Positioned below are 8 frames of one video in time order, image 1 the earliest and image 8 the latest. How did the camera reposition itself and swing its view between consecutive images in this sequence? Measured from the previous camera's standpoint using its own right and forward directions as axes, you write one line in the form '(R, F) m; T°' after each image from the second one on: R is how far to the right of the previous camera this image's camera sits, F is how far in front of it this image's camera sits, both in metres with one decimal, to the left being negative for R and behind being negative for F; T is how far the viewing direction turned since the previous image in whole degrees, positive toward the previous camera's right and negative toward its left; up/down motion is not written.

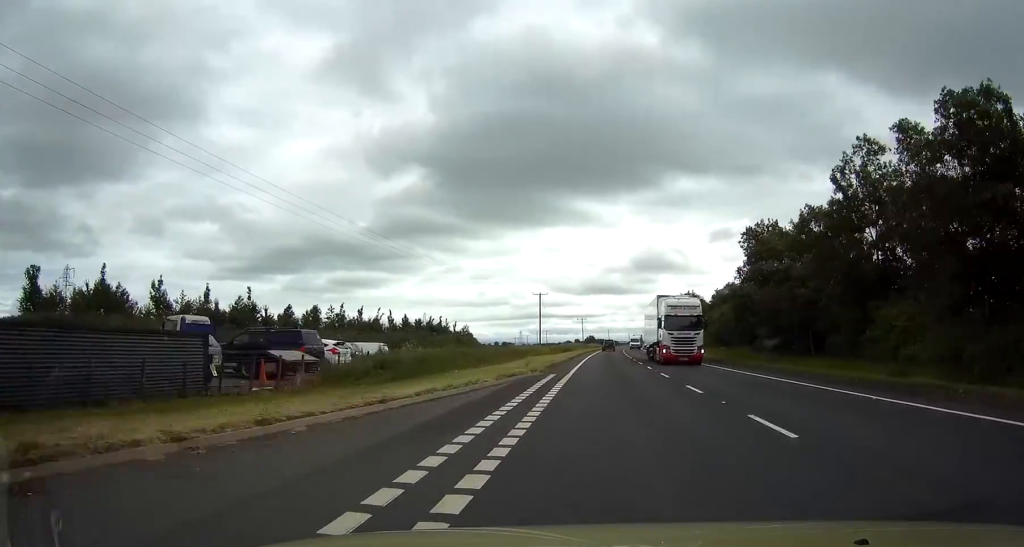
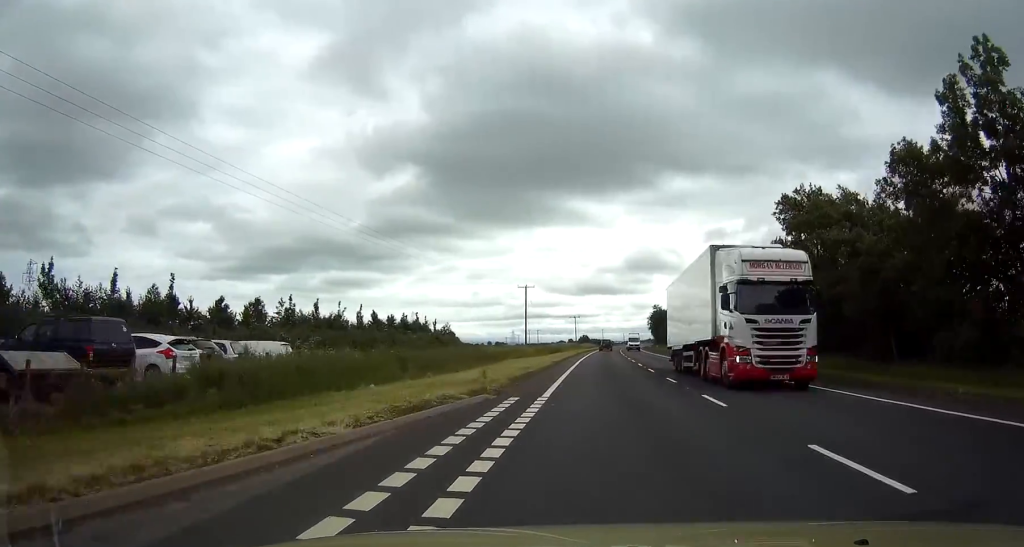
(0.0, +12.5) m; 0°
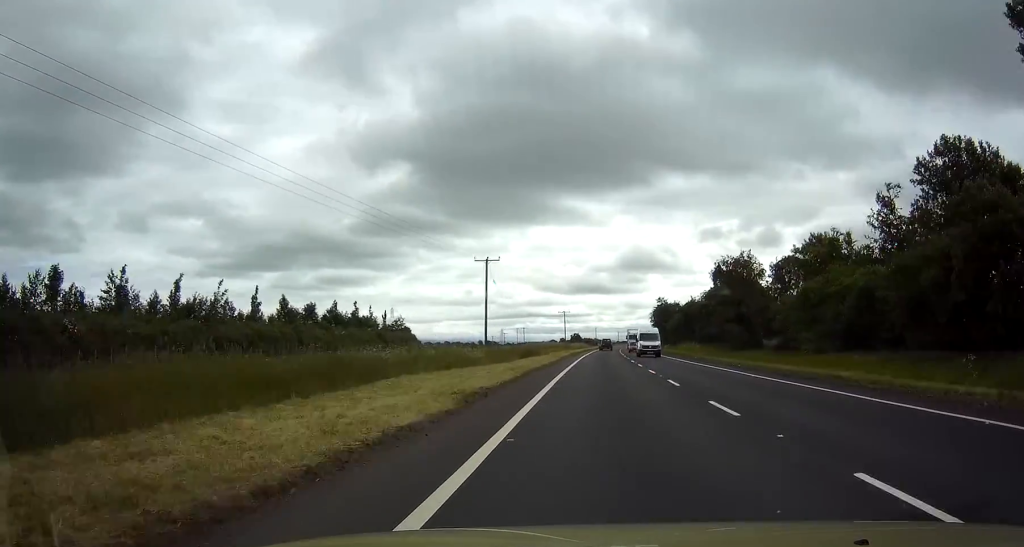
(0.0, +27.6) m; +1°
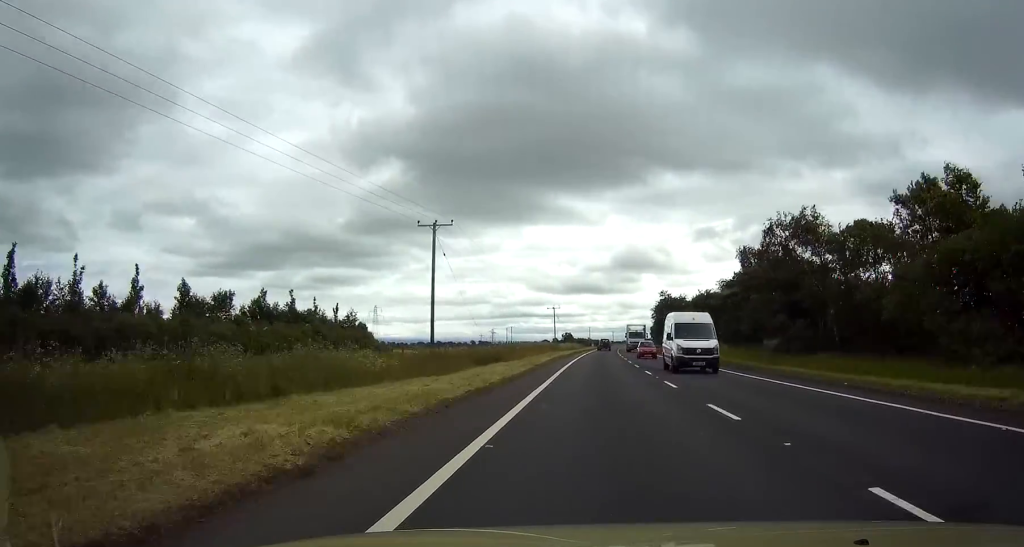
(+0.3, +17.6) m; +1°
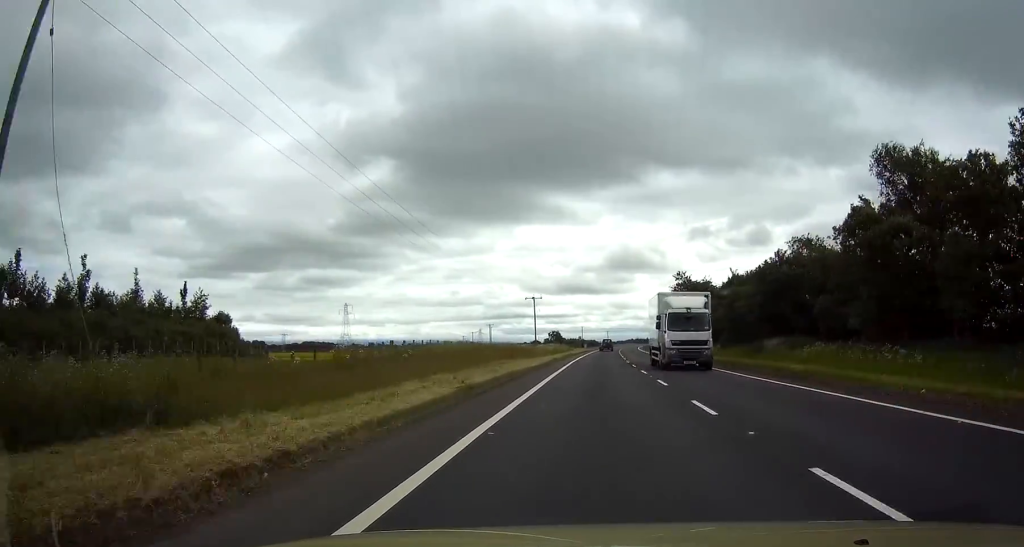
(+0.3, +32.7) m; +1°
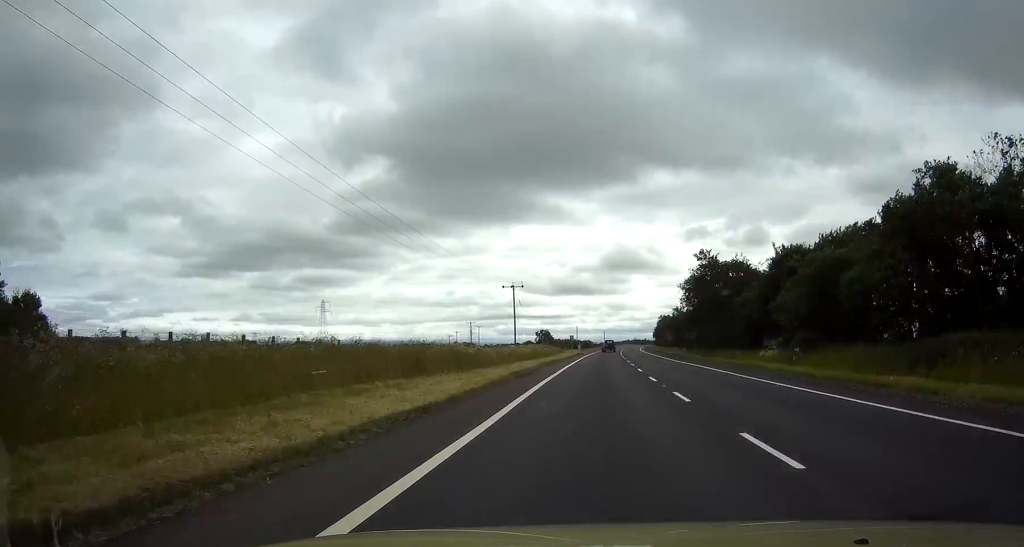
(0.0, +22.4) m; 0°
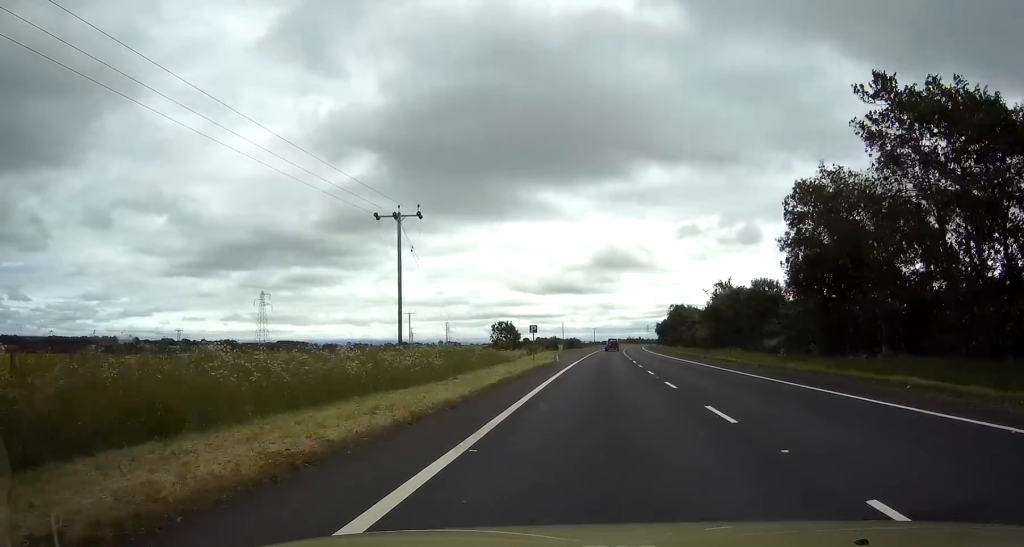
(+0.1, +44.8) m; +1°
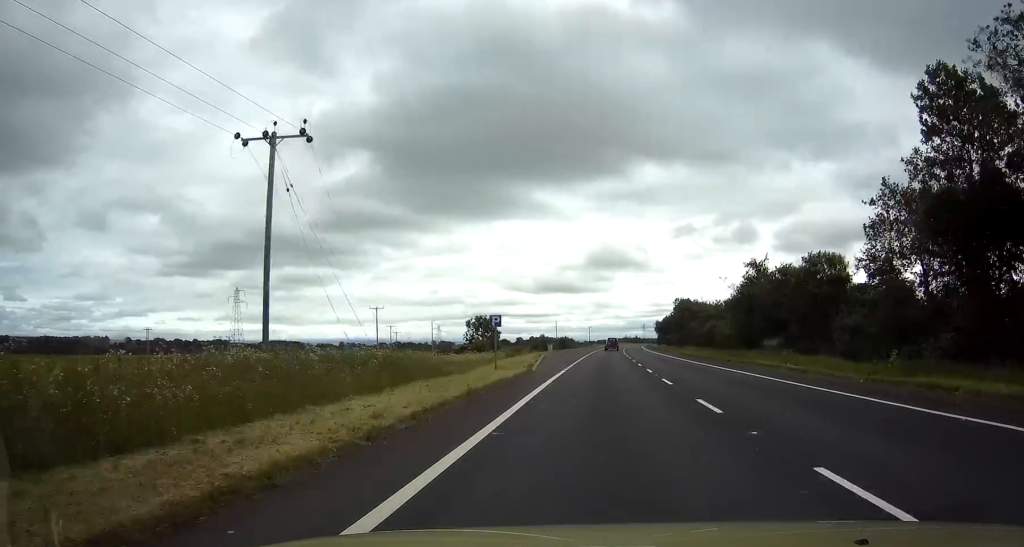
(0.0, +14.5) m; 0°
